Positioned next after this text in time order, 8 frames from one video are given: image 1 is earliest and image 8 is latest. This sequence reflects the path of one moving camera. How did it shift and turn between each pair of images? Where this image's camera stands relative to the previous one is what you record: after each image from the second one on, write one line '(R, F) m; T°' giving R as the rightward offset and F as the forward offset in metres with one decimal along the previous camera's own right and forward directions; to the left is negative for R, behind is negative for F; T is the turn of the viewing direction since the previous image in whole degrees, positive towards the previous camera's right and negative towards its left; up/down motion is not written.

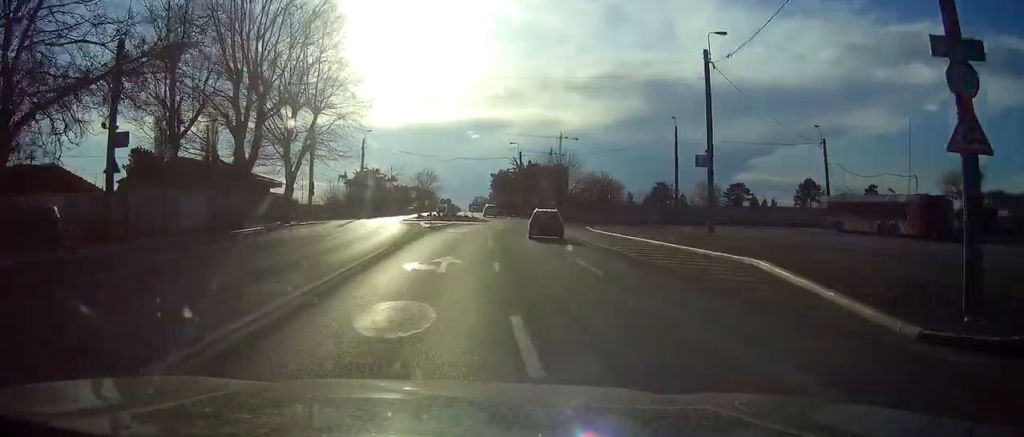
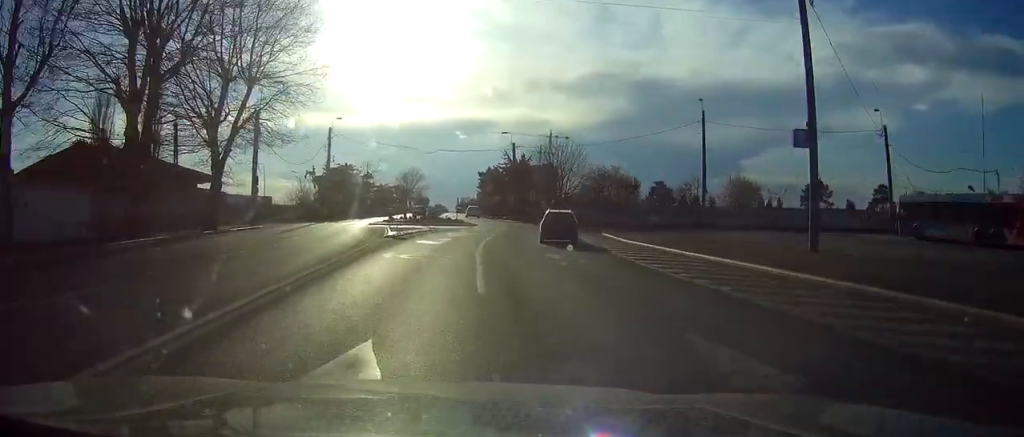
(+0.1, +12.8) m; +1°
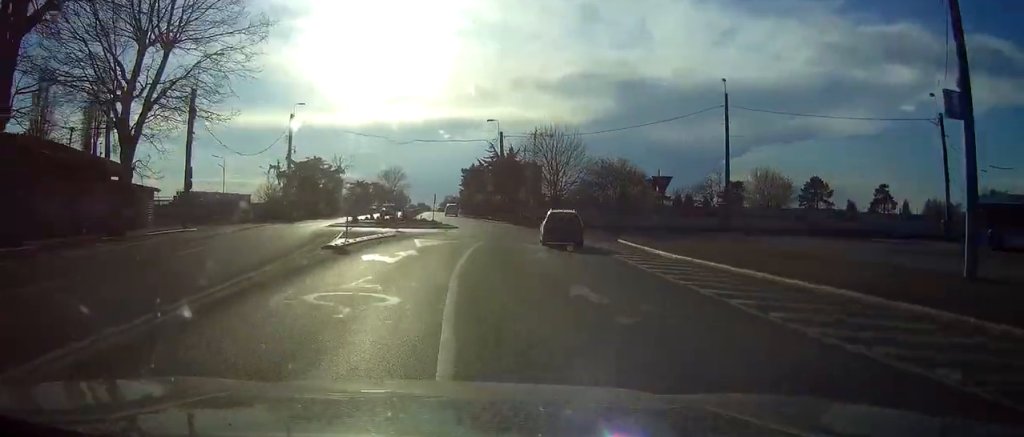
(0.0, +9.4) m; +1°
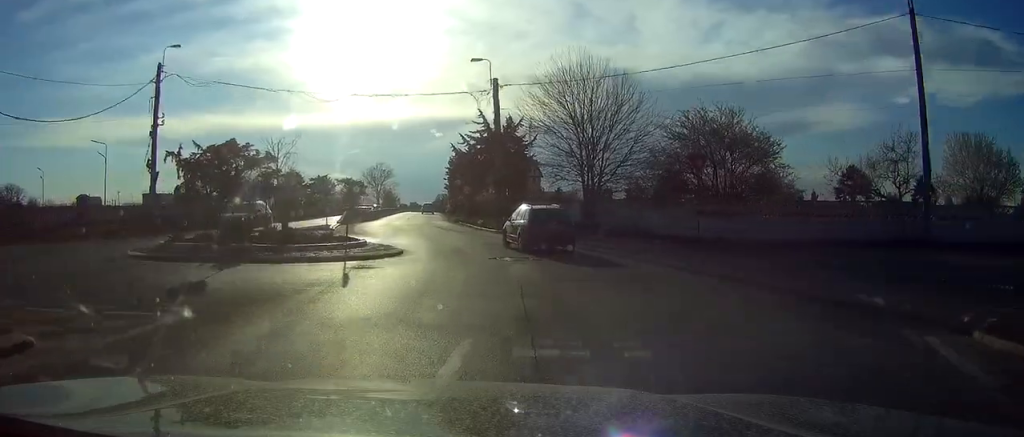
(+0.6, +25.9) m; 0°
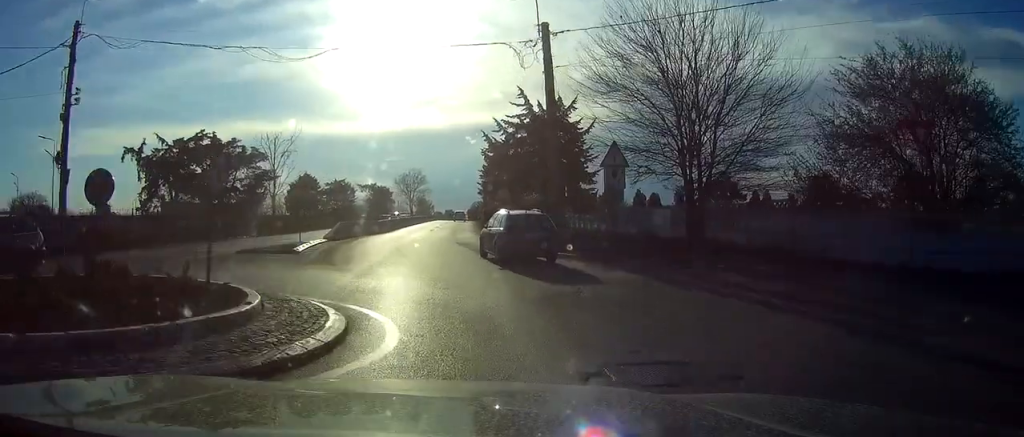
(-0.2, +12.8) m; -3°
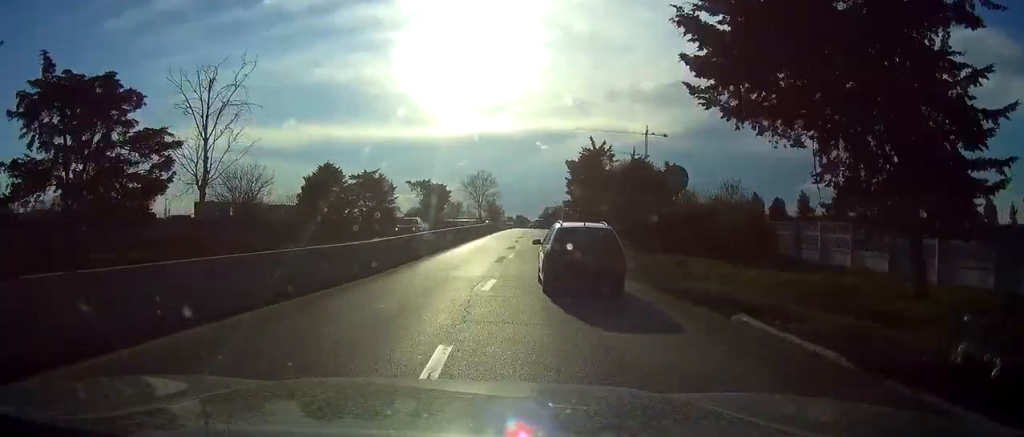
(-1.6, +28.8) m; -5°
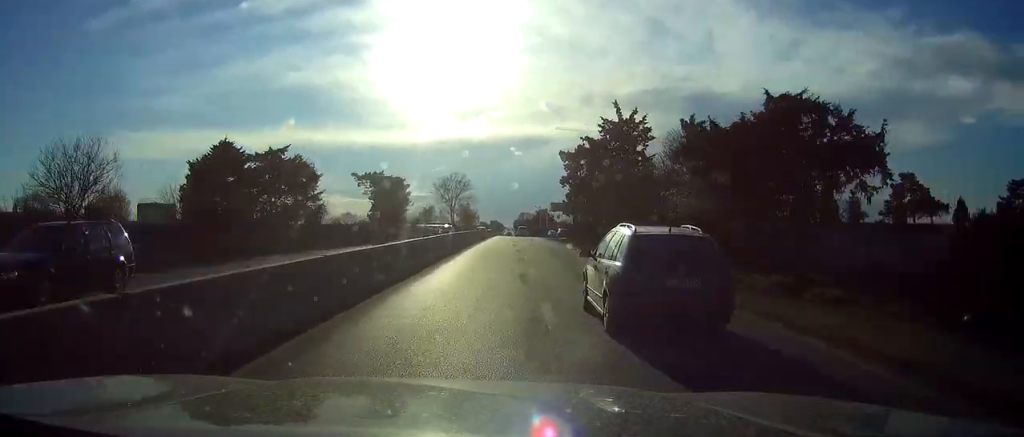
(+0.1, +24.7) m; +1°
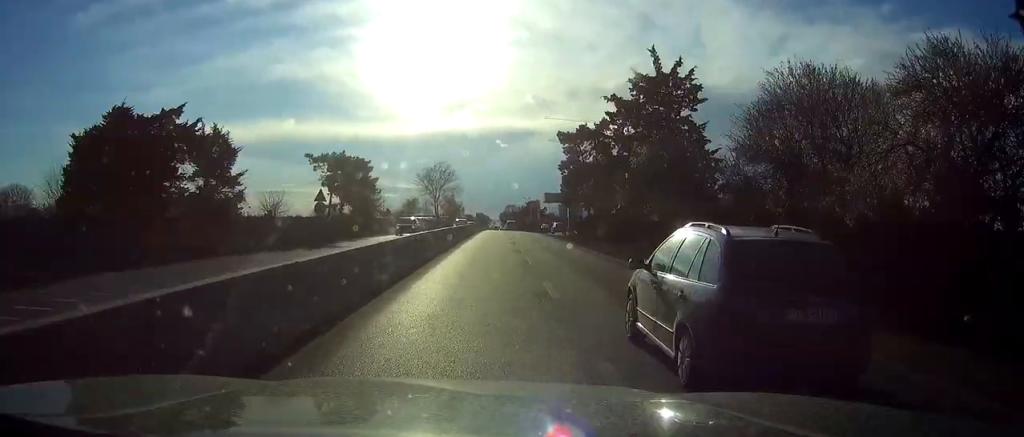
(+0.1, +14.0) m; +1°
